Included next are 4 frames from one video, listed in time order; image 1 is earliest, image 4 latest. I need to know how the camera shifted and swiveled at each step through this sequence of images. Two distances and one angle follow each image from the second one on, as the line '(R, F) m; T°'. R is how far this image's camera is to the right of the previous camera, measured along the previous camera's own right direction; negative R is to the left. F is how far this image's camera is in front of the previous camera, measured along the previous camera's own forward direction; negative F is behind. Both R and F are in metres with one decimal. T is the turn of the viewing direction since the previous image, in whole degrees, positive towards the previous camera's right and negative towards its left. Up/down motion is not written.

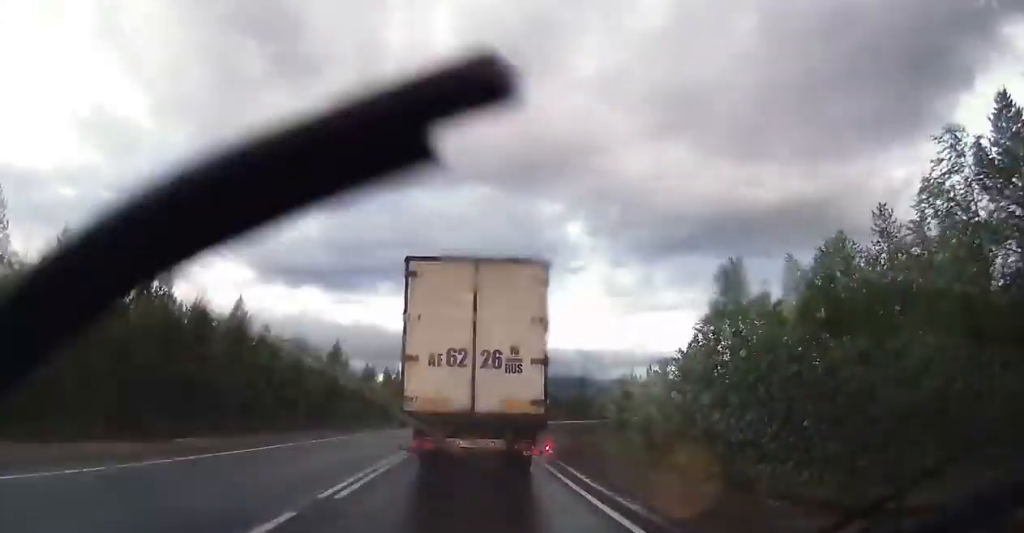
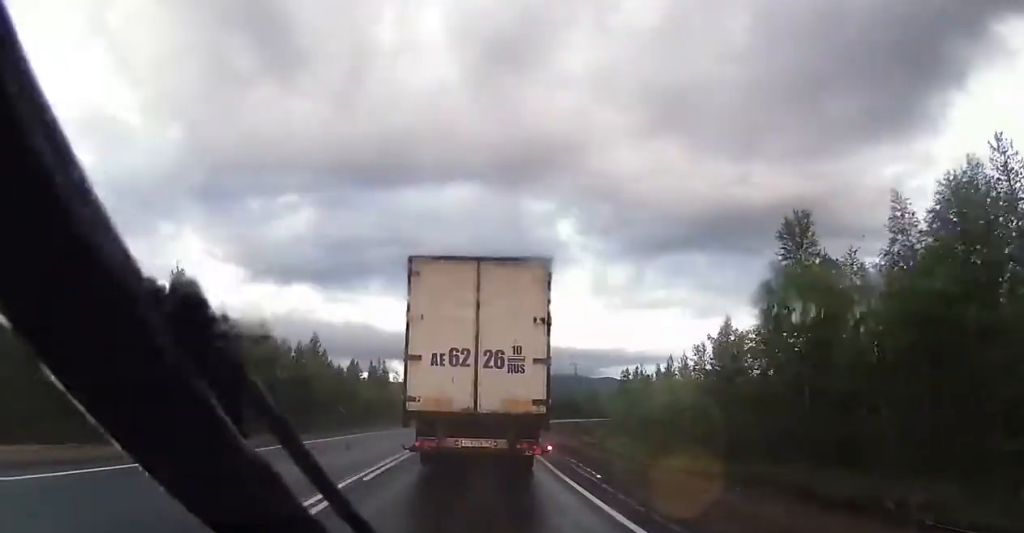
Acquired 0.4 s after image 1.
(0.0, +9.4) m; +1°
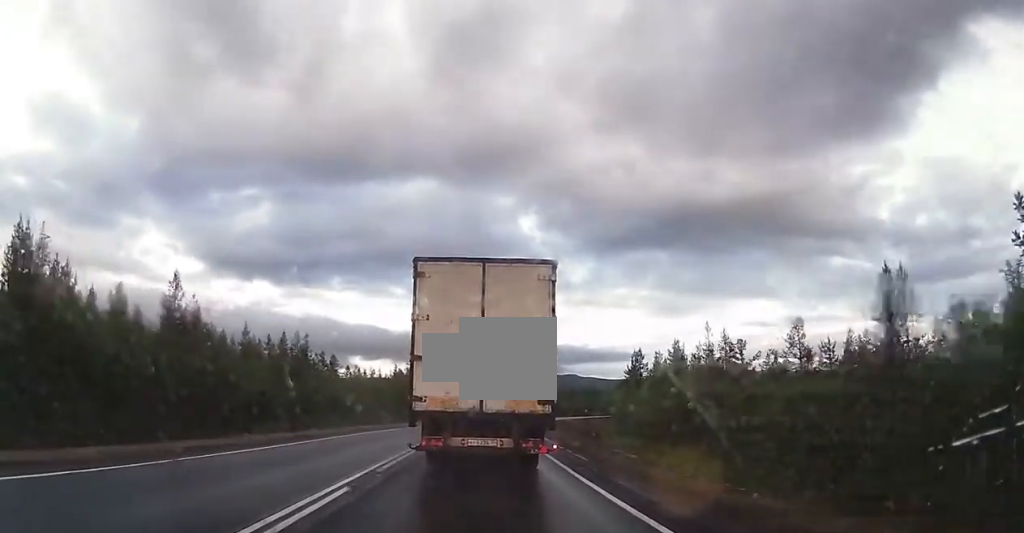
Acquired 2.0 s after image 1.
(+1.1, +34.5) m; +3°
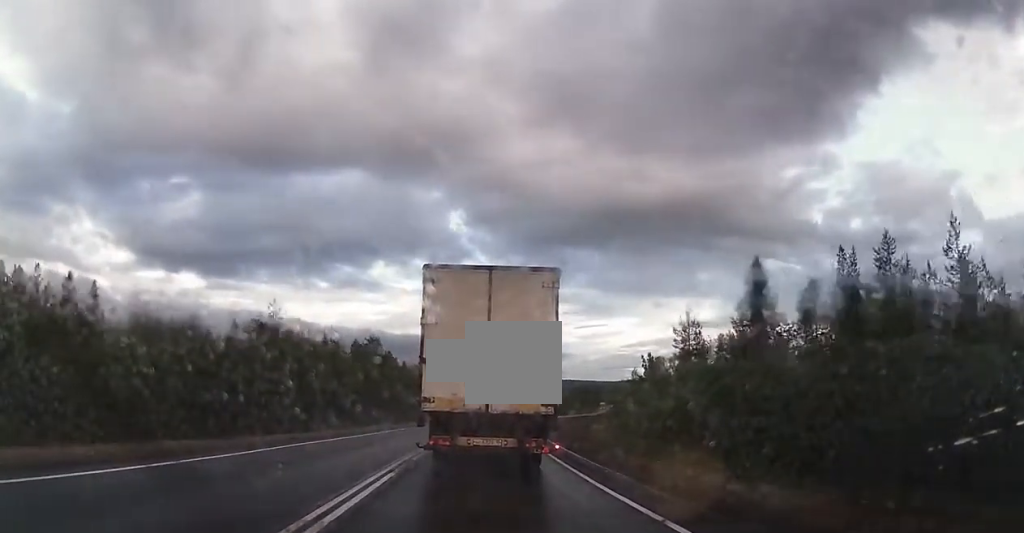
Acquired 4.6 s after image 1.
(+2.2, +56.7) m; +5°
